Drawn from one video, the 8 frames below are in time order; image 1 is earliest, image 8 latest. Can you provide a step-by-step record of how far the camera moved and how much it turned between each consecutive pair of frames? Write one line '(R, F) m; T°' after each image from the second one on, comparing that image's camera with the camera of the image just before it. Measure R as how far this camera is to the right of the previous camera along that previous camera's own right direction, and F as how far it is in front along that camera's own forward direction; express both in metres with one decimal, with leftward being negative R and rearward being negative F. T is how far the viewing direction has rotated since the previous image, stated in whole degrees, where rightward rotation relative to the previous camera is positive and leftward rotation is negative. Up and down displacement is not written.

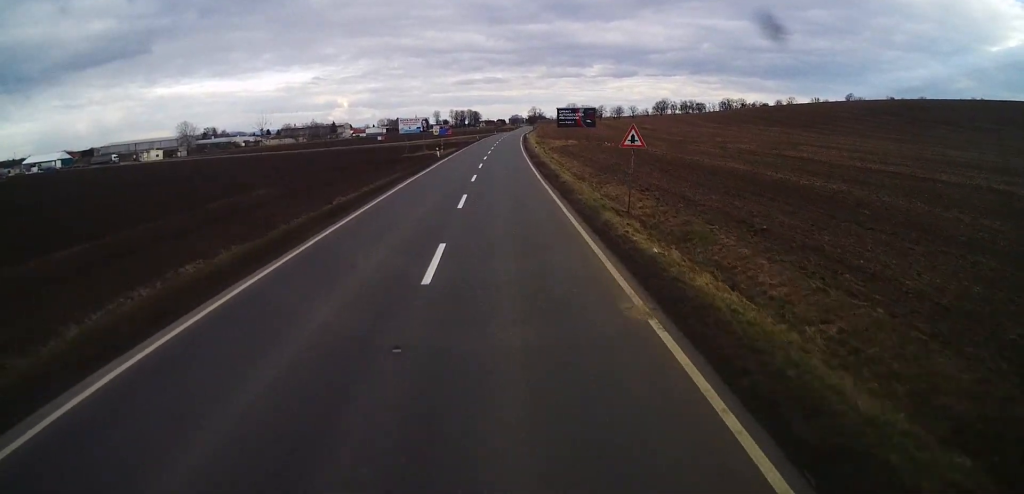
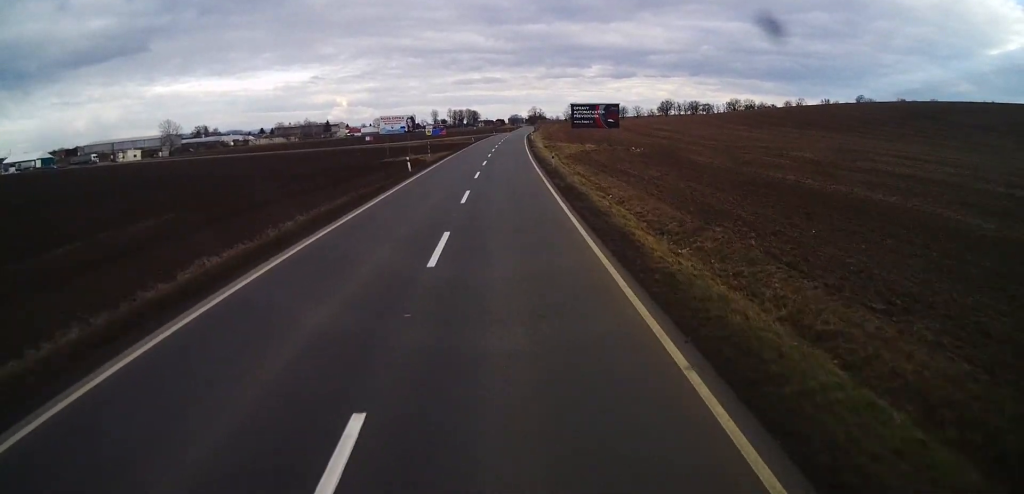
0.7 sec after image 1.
(-0.1, +16.9) m; 0°
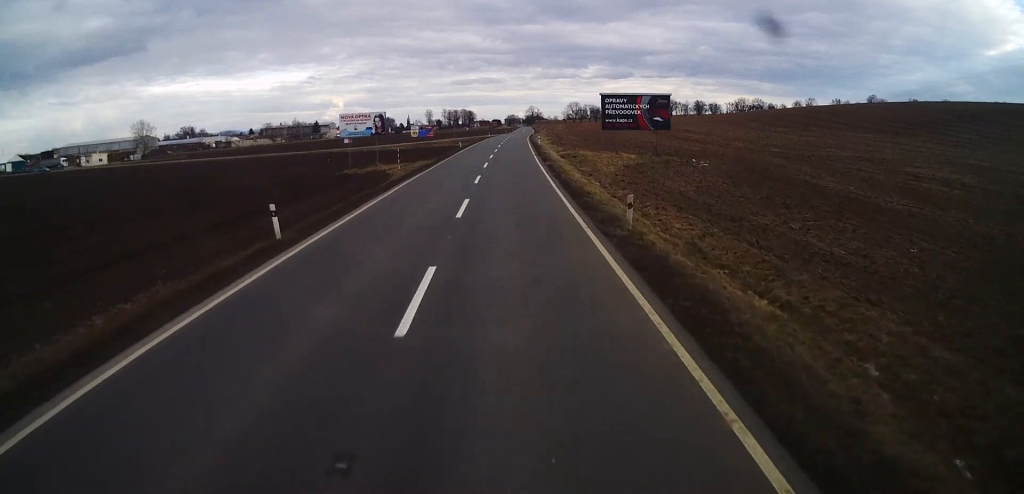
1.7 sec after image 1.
(0.0, +21.4) m; +1°
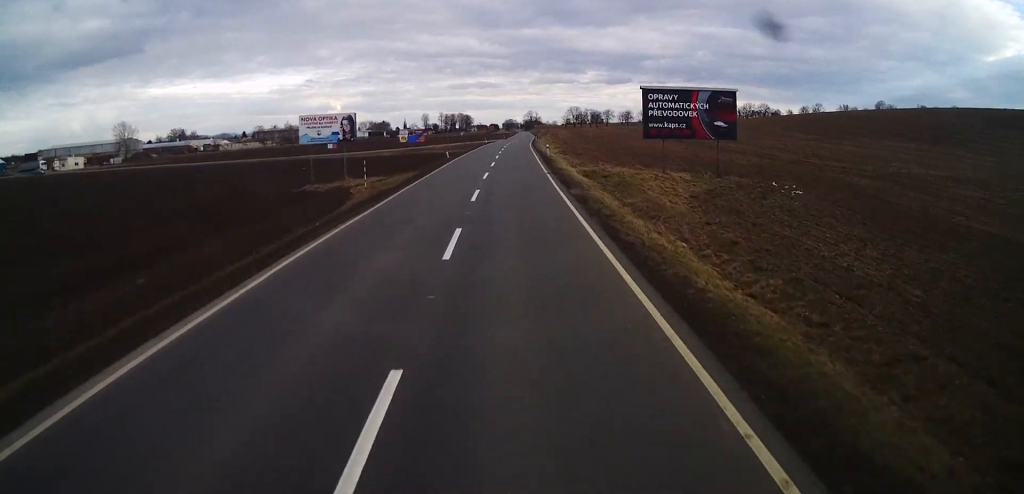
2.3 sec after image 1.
(0.0, +13.7) m; +1°
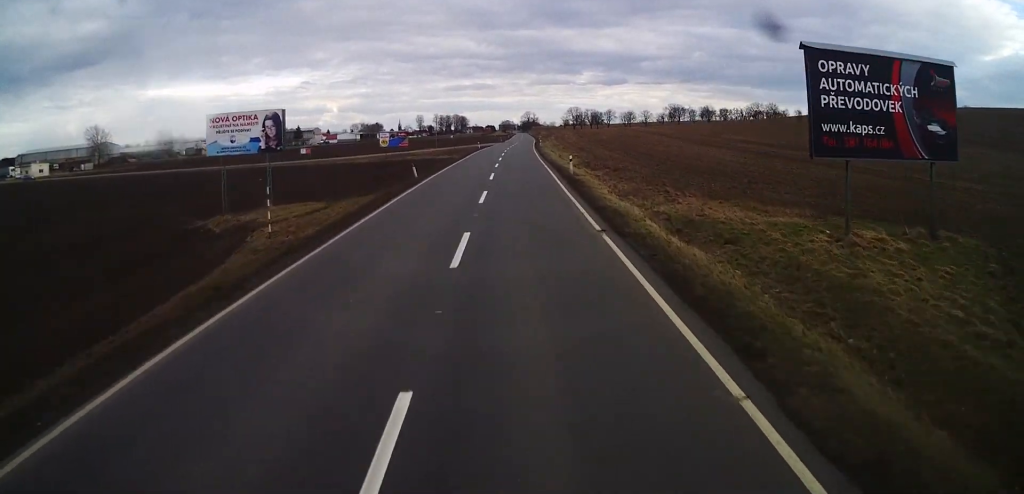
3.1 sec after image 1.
(+0.4, +18.2) m; 0°
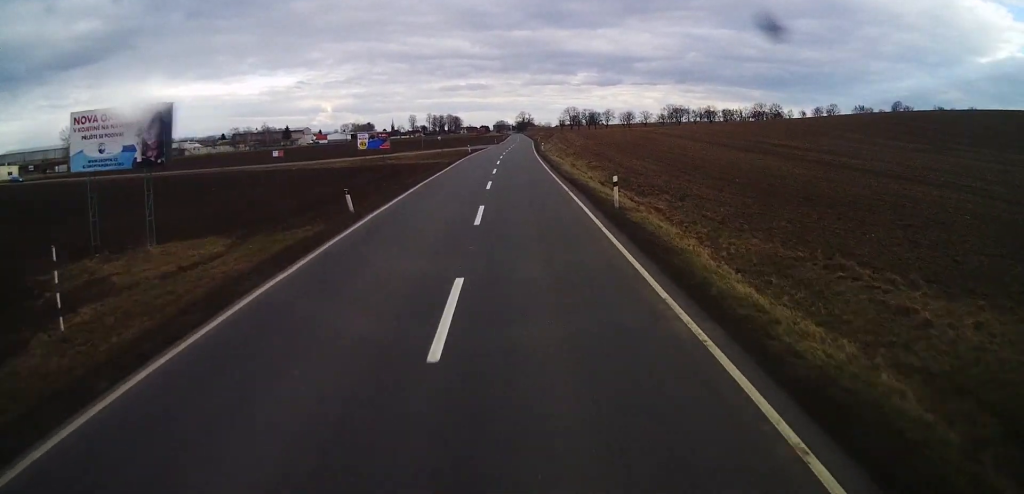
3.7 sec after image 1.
(-0.2, +13.5) m; 0°
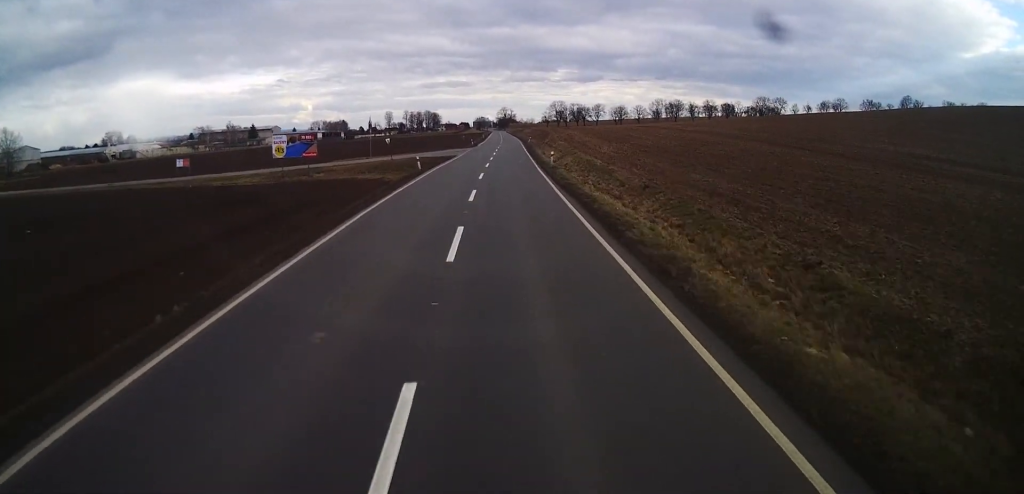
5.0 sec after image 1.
(-0.1, +30.7) m; +1°
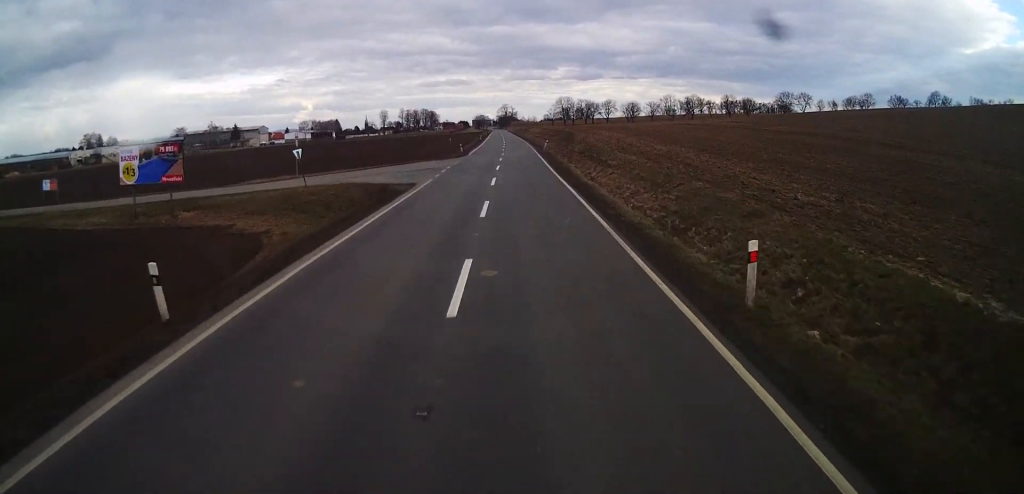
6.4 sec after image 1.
(+0.6, +30.0) m; +1°
